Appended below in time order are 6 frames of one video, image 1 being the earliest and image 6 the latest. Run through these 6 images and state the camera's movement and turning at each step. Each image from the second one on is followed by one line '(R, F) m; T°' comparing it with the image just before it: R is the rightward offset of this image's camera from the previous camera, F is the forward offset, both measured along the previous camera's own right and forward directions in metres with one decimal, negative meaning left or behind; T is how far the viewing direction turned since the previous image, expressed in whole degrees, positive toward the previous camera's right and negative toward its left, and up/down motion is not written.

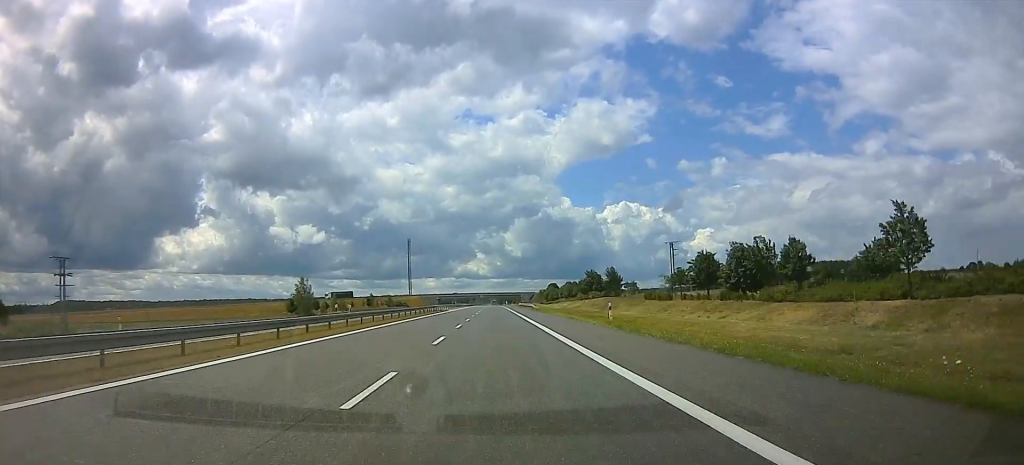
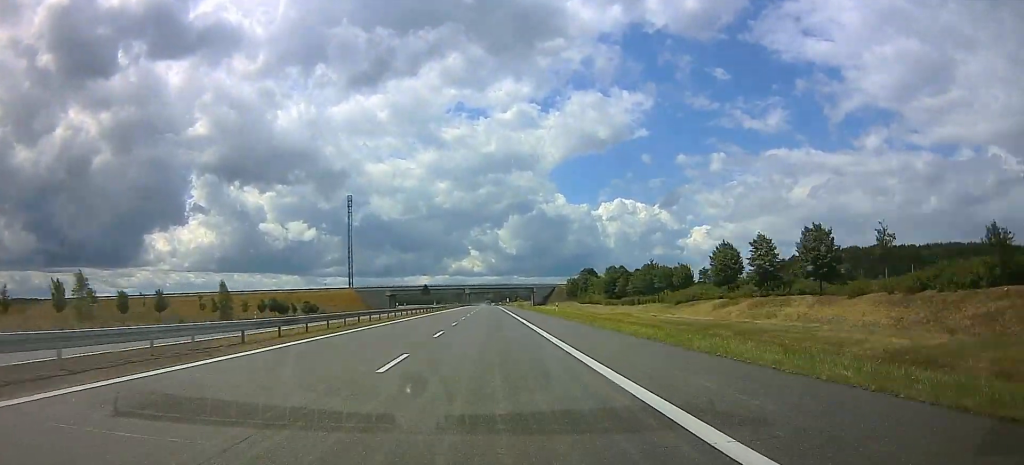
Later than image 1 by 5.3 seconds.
(+2.9, +174.8) m; -3°
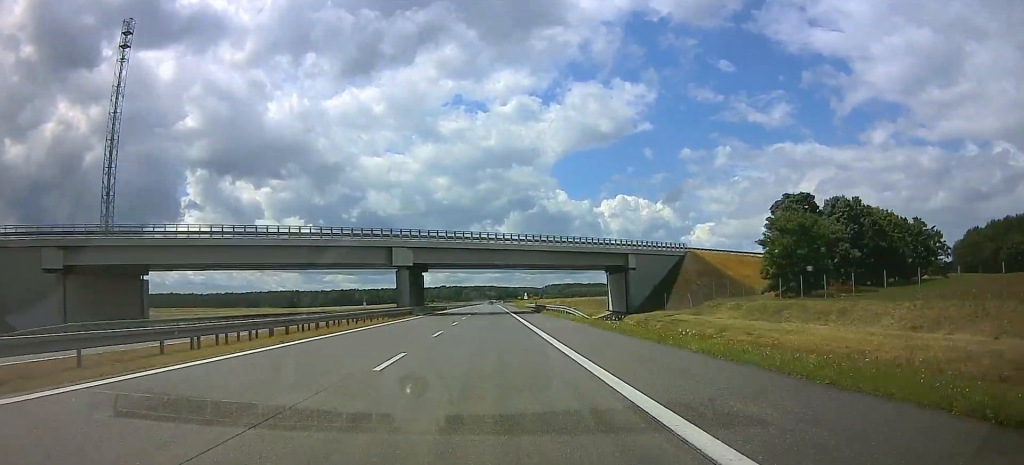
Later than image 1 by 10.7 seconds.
(+3.4, +175.6) m; +6°
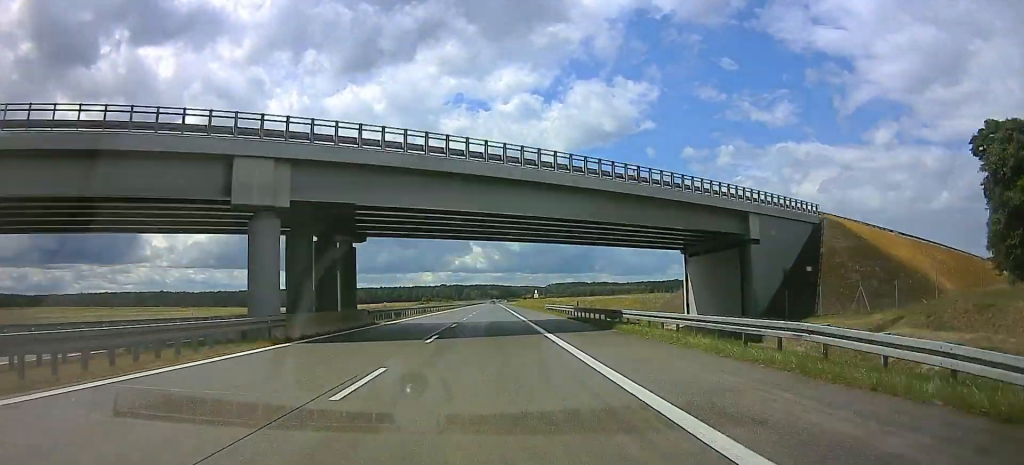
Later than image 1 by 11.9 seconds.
(+4.6, +38.9) m; +2°
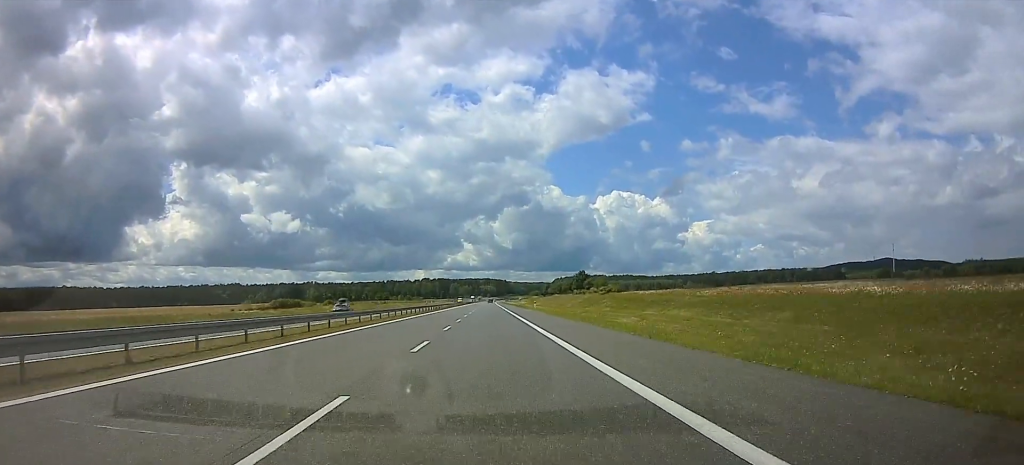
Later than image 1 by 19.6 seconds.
(-20.1, +247.5) m; -10°
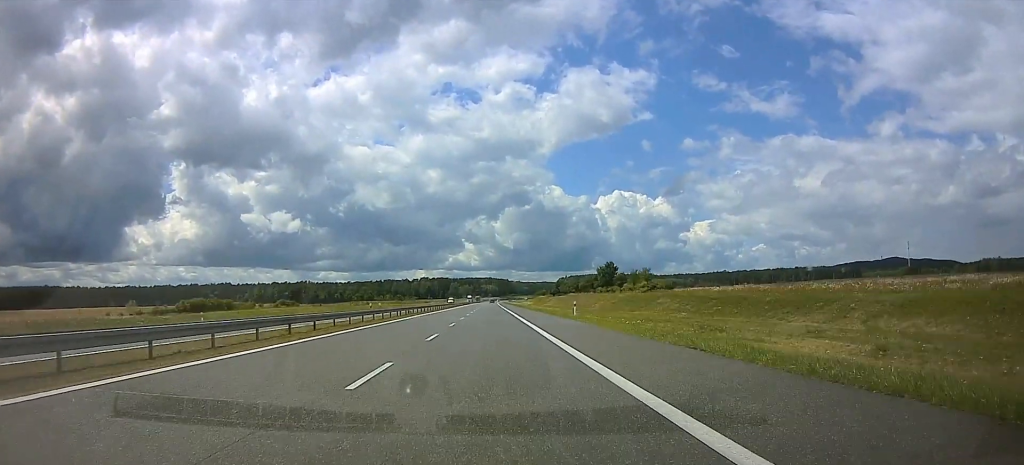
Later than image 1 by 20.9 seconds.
(+3.4, +41.4) m; -4°
